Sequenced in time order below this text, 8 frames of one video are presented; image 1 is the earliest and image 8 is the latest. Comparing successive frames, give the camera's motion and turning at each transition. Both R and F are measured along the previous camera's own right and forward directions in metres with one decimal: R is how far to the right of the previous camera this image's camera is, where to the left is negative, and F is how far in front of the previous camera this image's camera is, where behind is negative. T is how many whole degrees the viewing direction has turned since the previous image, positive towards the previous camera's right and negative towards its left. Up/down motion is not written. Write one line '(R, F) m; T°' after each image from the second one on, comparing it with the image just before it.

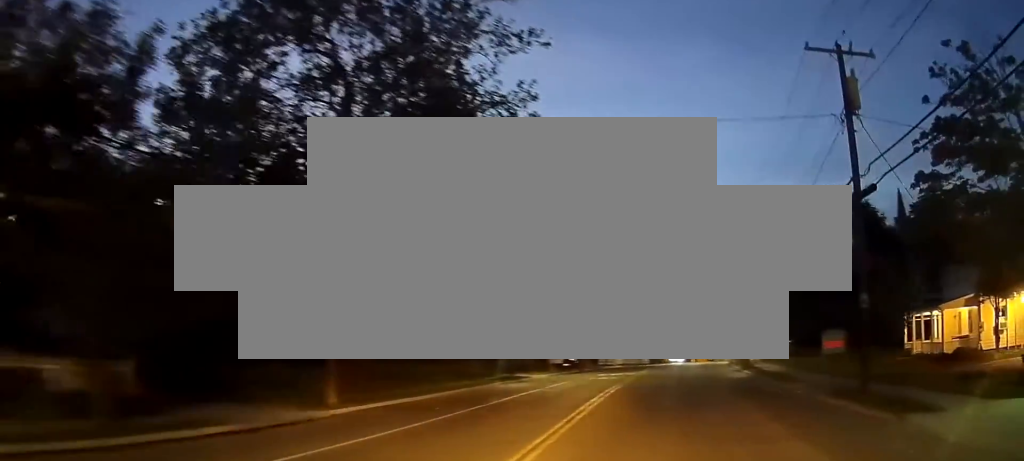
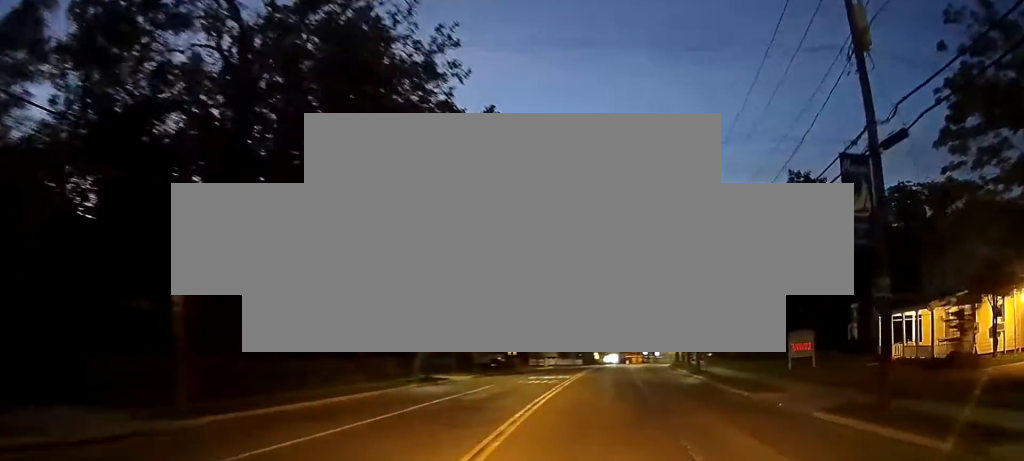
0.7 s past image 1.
(0.0, +4.6) m; 0°
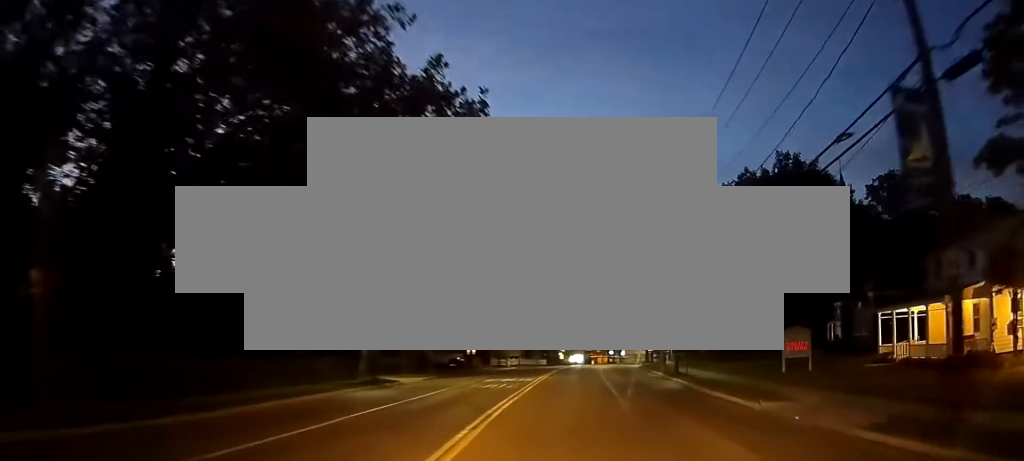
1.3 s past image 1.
(0.0, +3.7) m; 0°
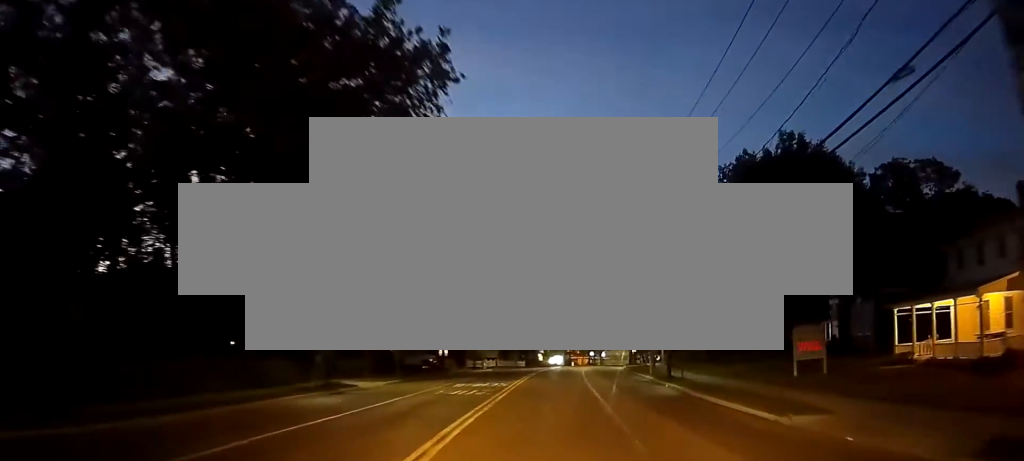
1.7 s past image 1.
(0.0, +3.6) m; 0°
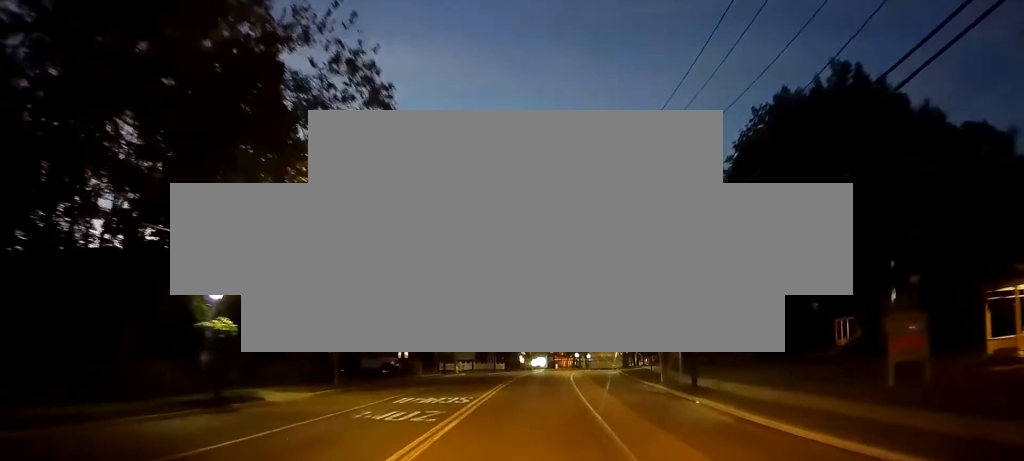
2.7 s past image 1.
(0.0, +8.2) m; 0°
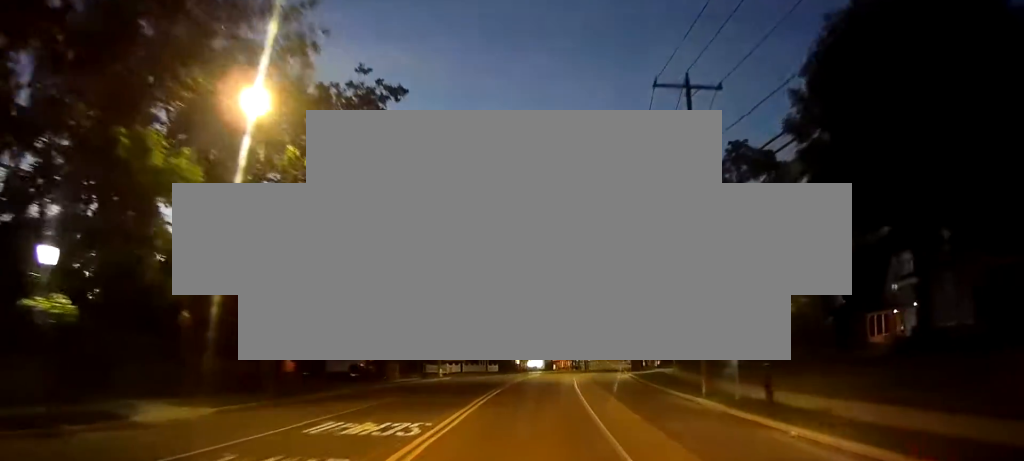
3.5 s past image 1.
(0.0, +7.6) m; 0°
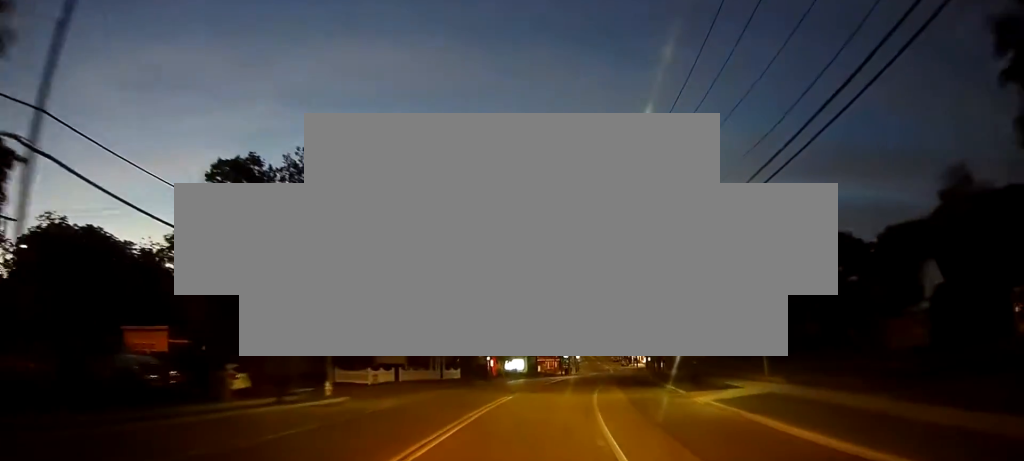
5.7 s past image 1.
(0.0, +24.6) m; 0°
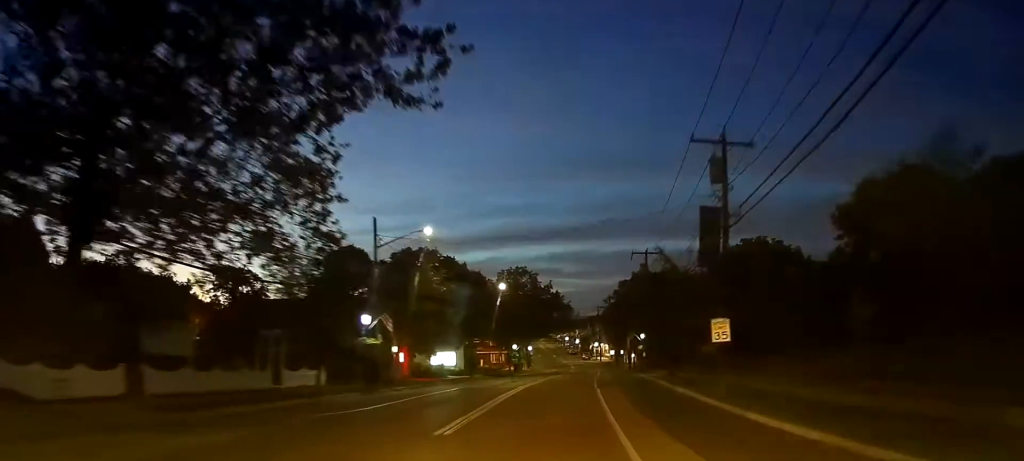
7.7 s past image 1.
(0.0, +26.6) m; 0°
